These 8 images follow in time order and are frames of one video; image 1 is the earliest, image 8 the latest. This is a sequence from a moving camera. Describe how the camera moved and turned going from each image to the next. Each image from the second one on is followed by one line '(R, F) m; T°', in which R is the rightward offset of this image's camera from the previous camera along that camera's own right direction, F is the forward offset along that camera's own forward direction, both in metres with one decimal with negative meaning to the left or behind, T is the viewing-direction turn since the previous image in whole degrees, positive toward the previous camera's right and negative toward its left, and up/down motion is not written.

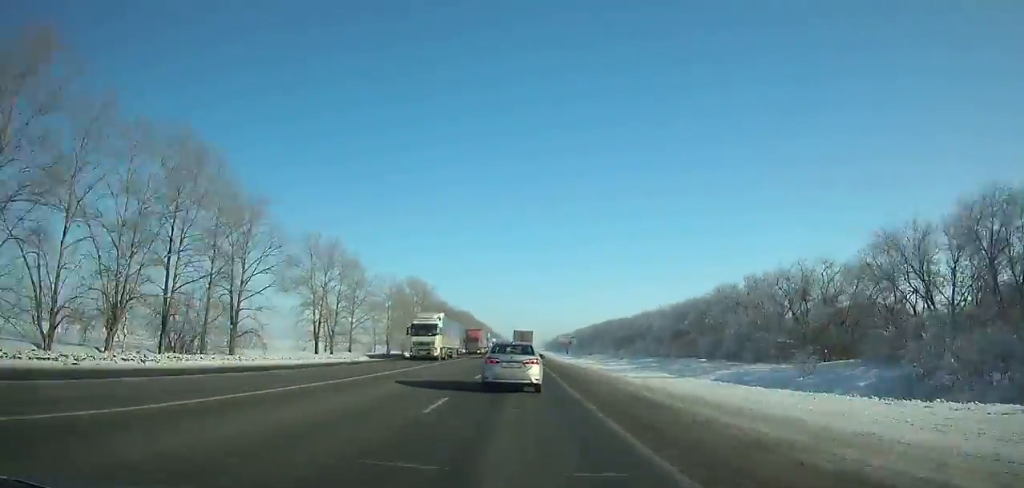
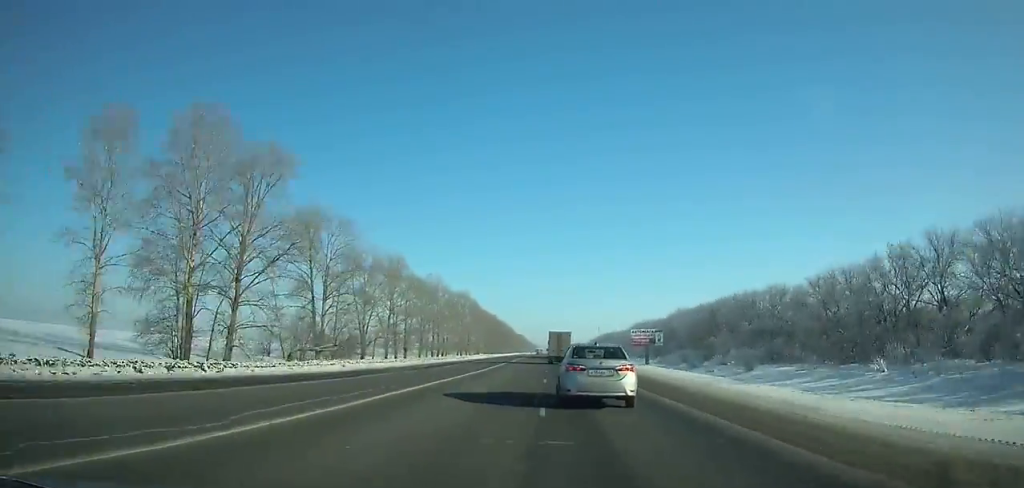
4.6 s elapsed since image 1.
(-0.9, +104.6) m; 0°
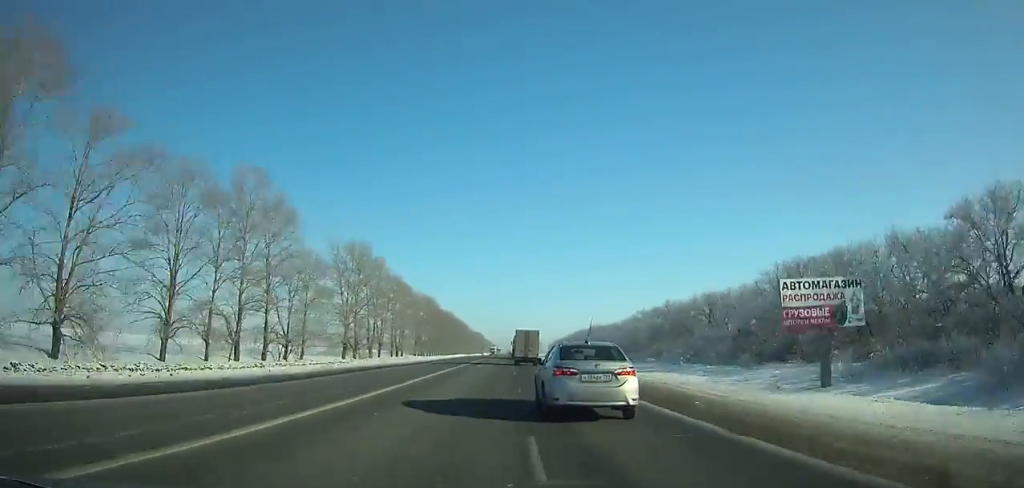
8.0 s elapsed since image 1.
(+1.4, +75.9) m; +1°
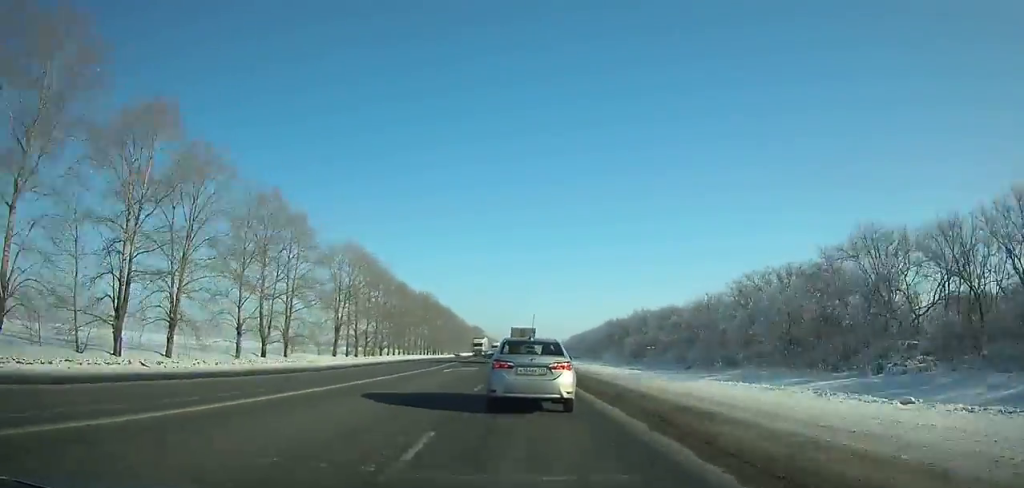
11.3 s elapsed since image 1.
(+0.1, +72.1) m; -1°
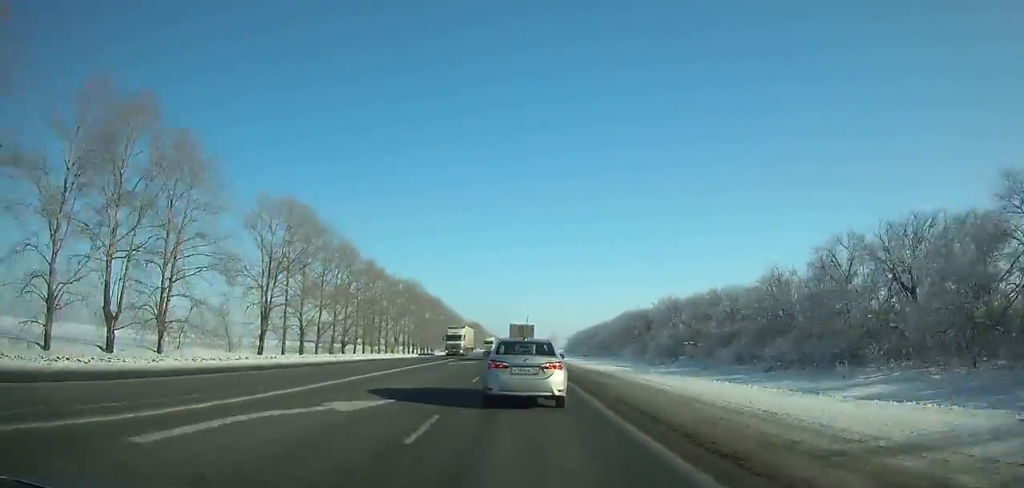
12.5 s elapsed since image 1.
(-0.2, +25.9) m; 0°
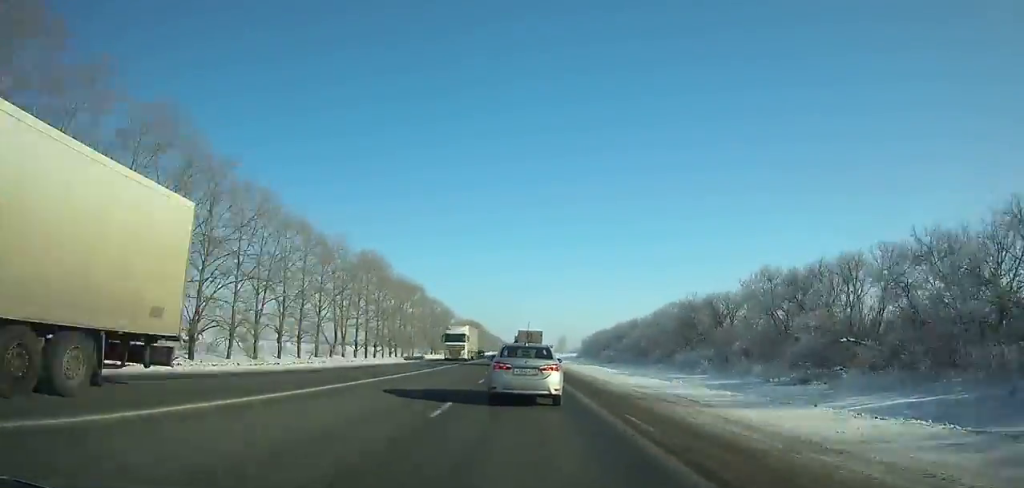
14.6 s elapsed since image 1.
(-0.5, +45.4) m; 0°
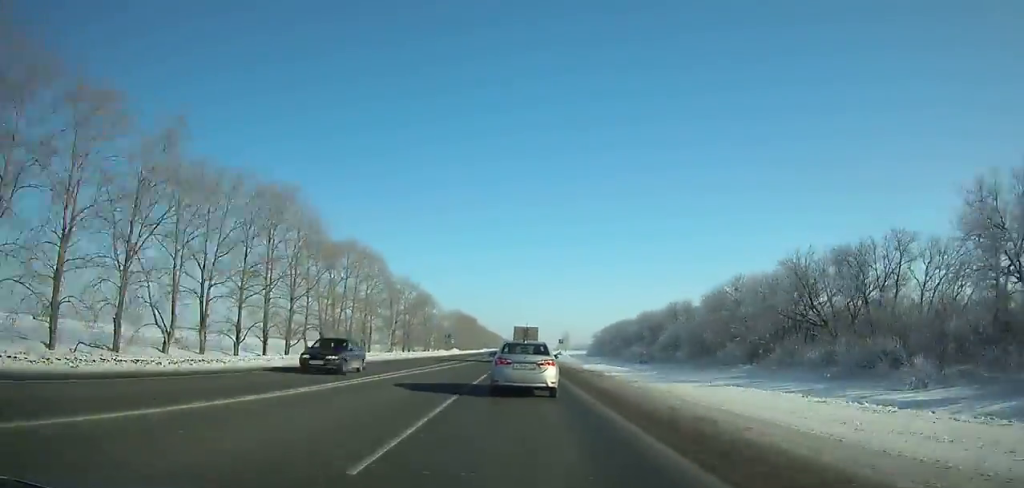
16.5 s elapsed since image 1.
(+0.2, +41.2) m; 0°
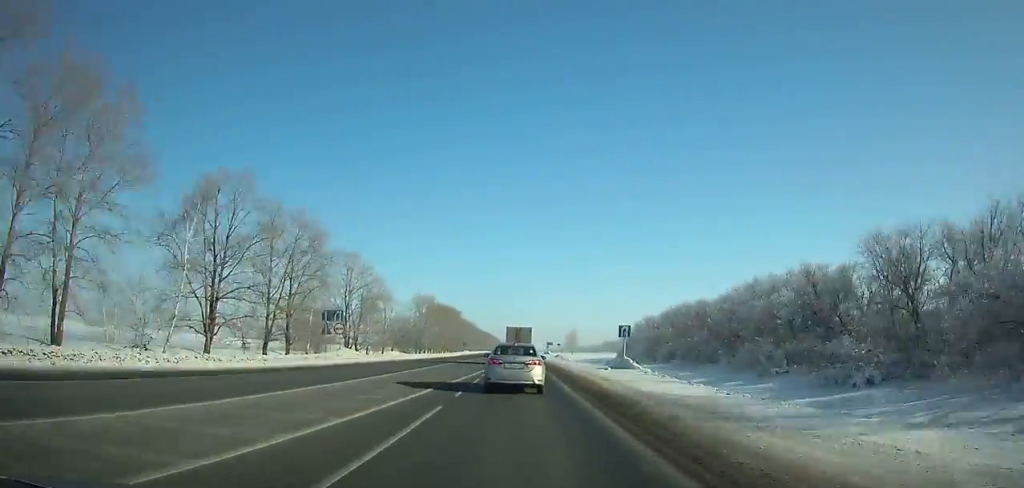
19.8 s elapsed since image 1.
(+0.2, +71.8) m; 0°
